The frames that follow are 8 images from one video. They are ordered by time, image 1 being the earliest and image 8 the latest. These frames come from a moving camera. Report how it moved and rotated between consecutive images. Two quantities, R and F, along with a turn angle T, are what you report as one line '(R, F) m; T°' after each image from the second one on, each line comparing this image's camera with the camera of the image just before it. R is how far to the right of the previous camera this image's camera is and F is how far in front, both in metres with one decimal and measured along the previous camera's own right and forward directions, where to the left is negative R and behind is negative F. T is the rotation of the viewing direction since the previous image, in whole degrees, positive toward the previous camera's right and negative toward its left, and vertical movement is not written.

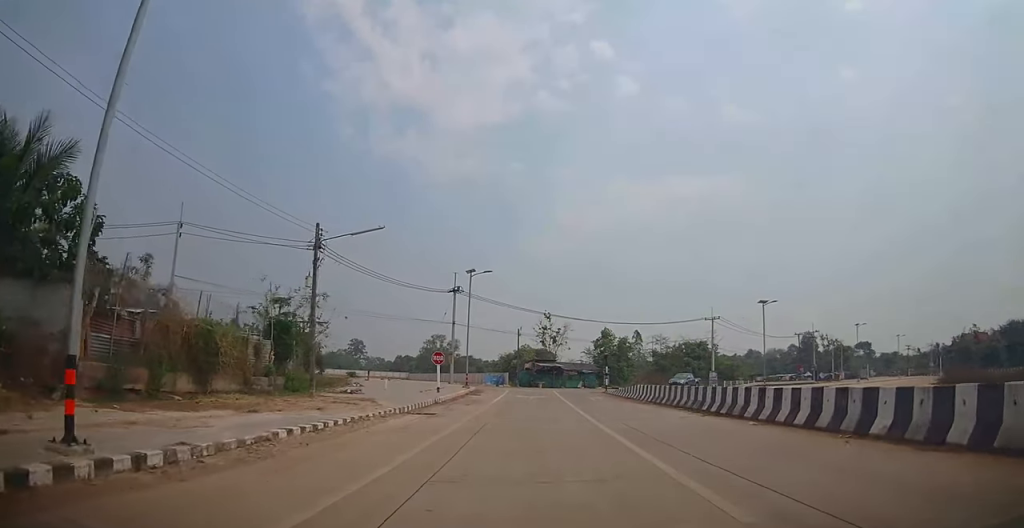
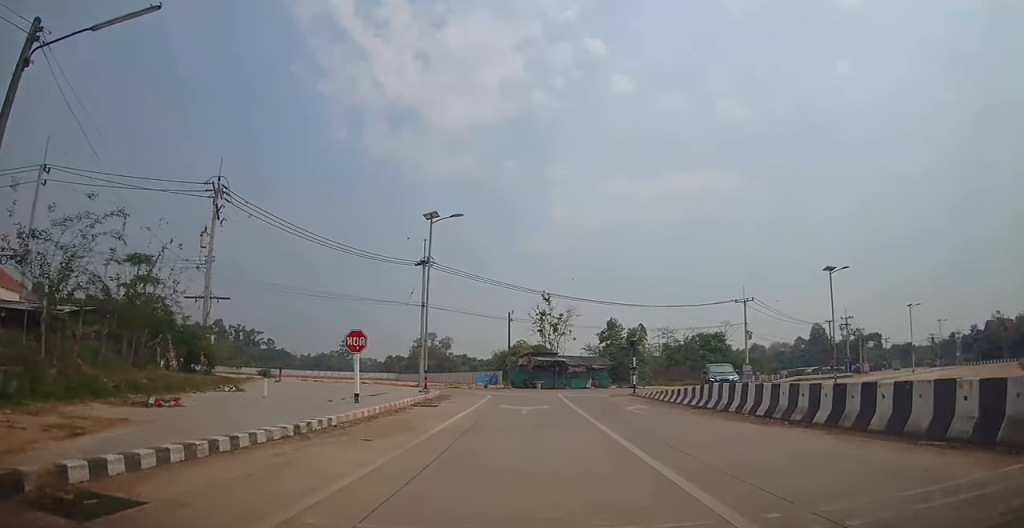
(0.0, +14.8) m; +4°
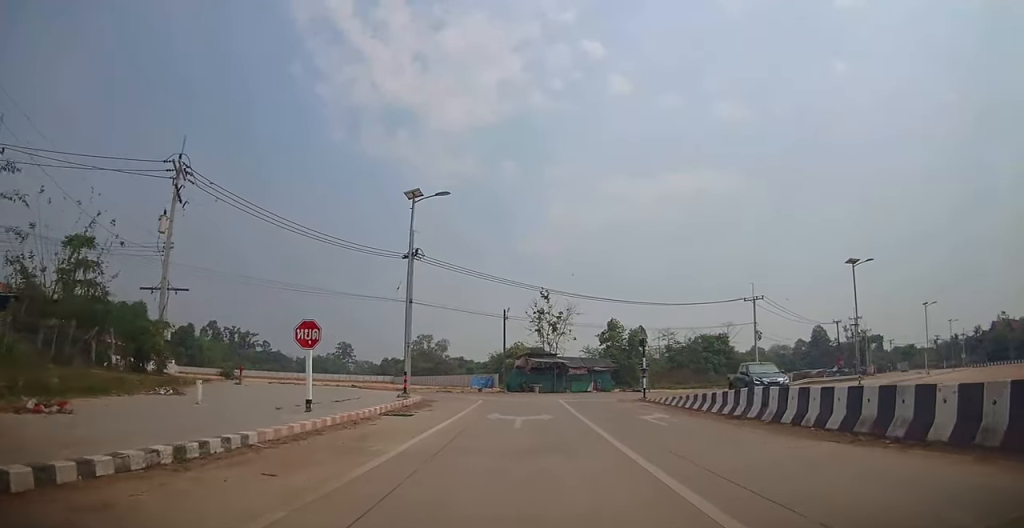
(+0.3, +4.2) m; 0°
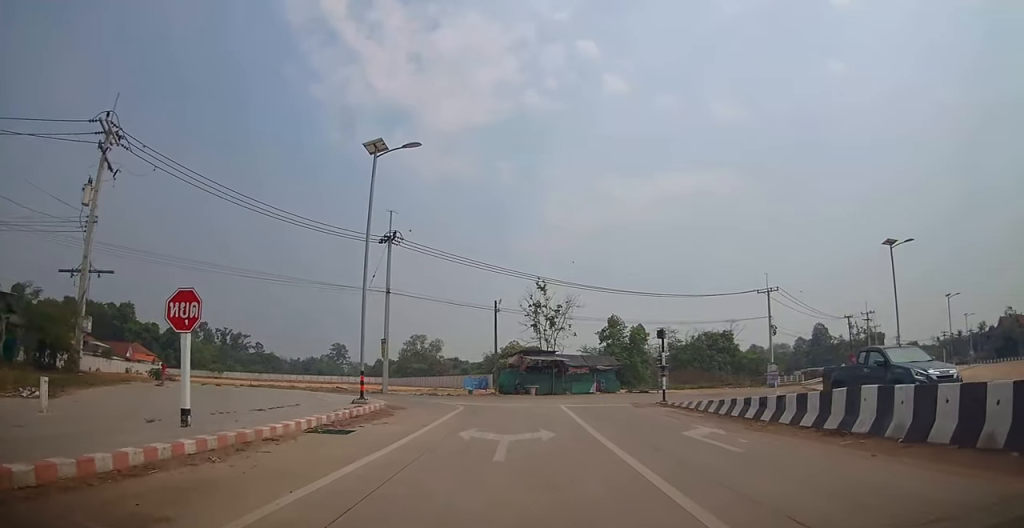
(+0.2, +6.1) m; -1°
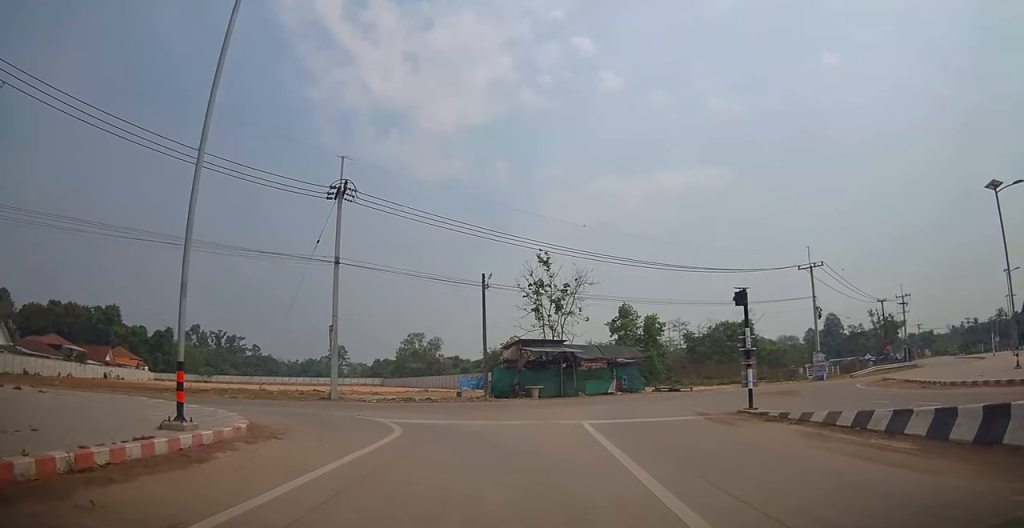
(-0.6, +11.5) m; -4°
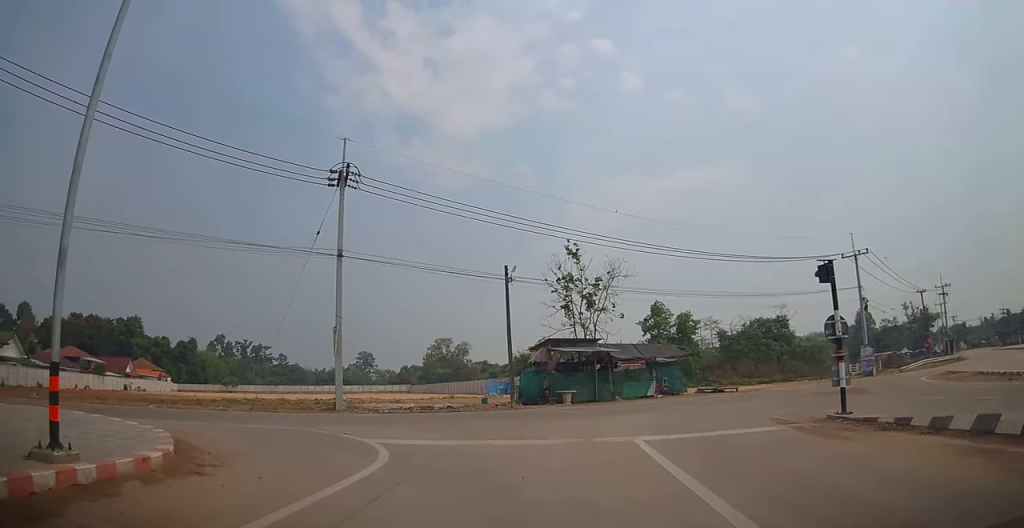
(+0.1, +4.2) m; -3°
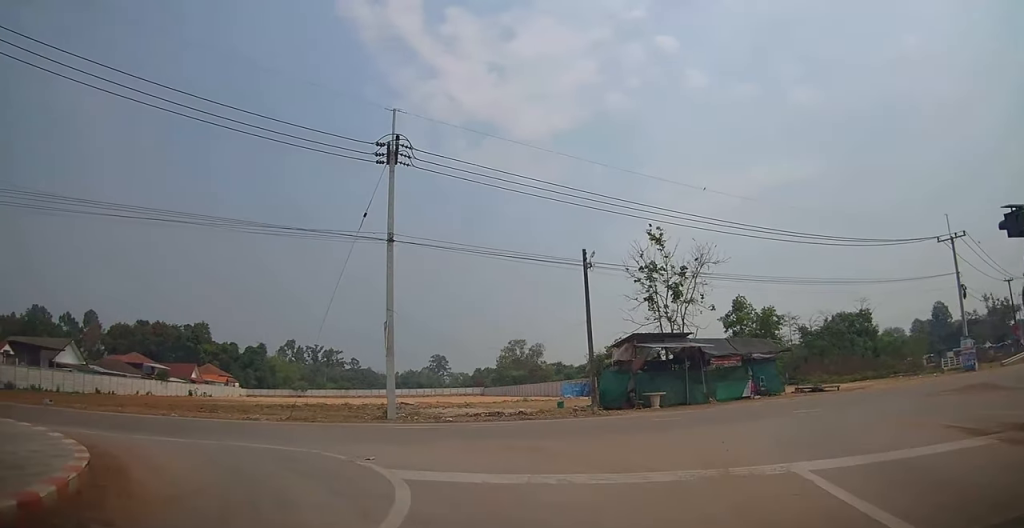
(-0.3, +4.6) m; -9°
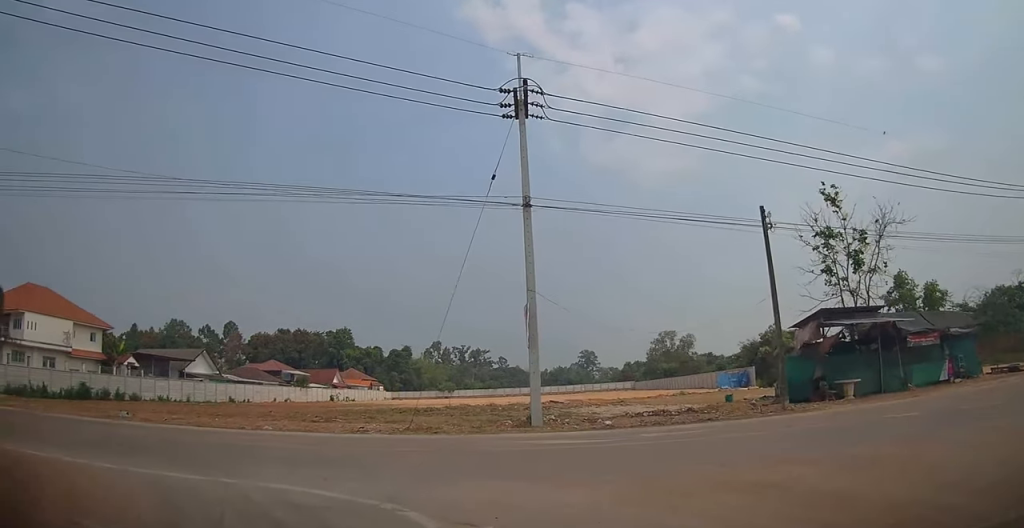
(-0.7, +5.3) m; -10°
